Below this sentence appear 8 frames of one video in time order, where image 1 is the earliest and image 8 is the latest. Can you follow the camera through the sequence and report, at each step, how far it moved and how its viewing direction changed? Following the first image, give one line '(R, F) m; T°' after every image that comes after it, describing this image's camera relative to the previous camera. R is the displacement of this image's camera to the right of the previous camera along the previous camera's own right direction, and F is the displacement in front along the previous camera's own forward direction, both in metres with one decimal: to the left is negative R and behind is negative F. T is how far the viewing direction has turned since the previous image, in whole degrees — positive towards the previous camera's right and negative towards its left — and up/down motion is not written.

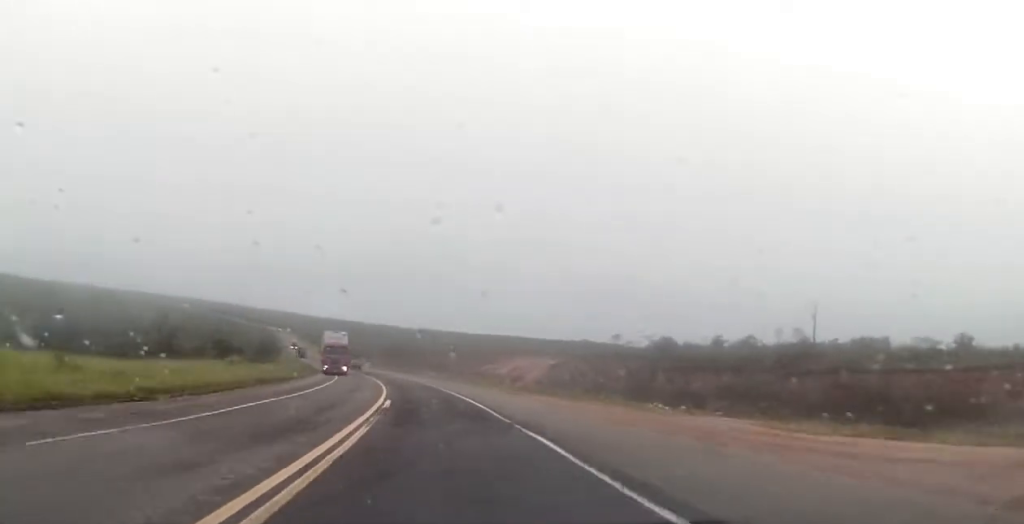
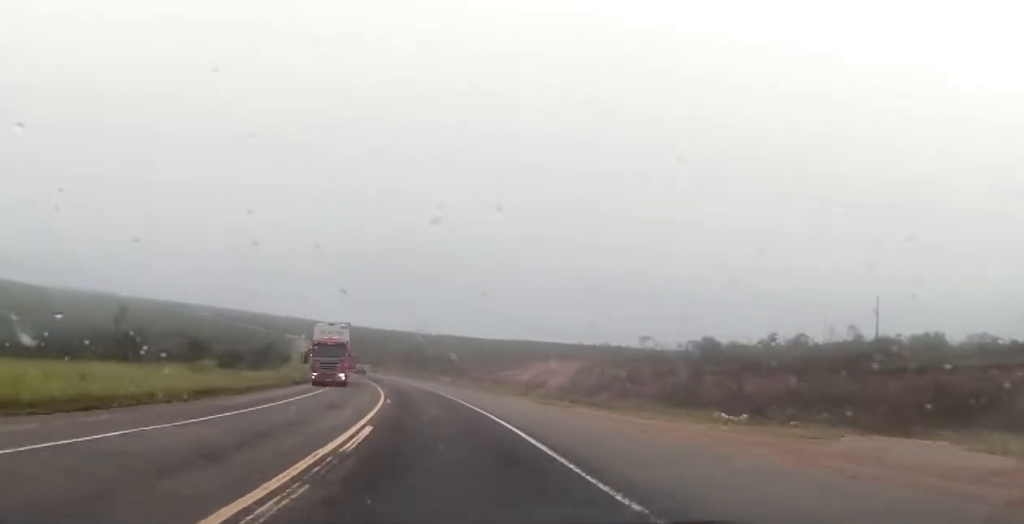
(-0.2, +10.9) m; -1°
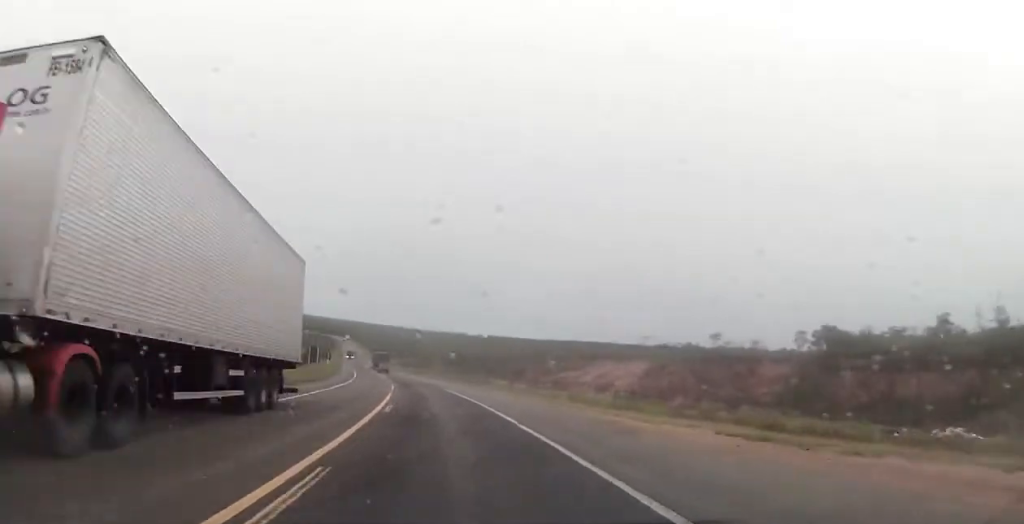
(-0.4, +23.5) m; -2°
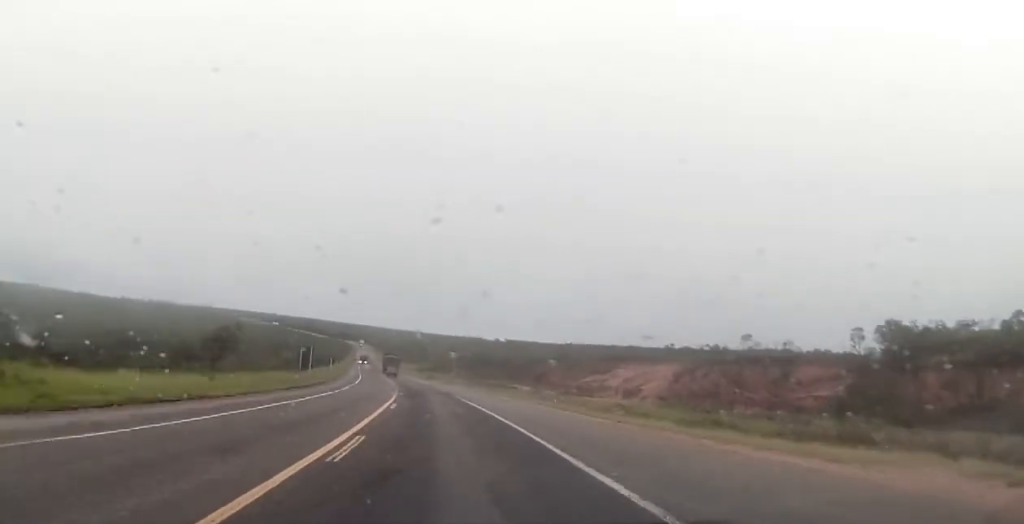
(+0.1, +10.6) m; -1°
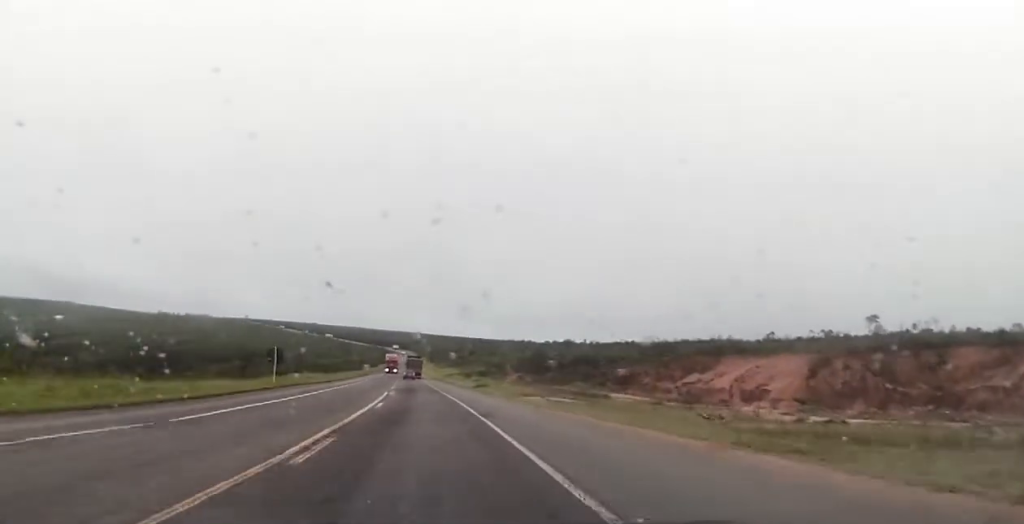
(-3.3, +46.0) m; -6°
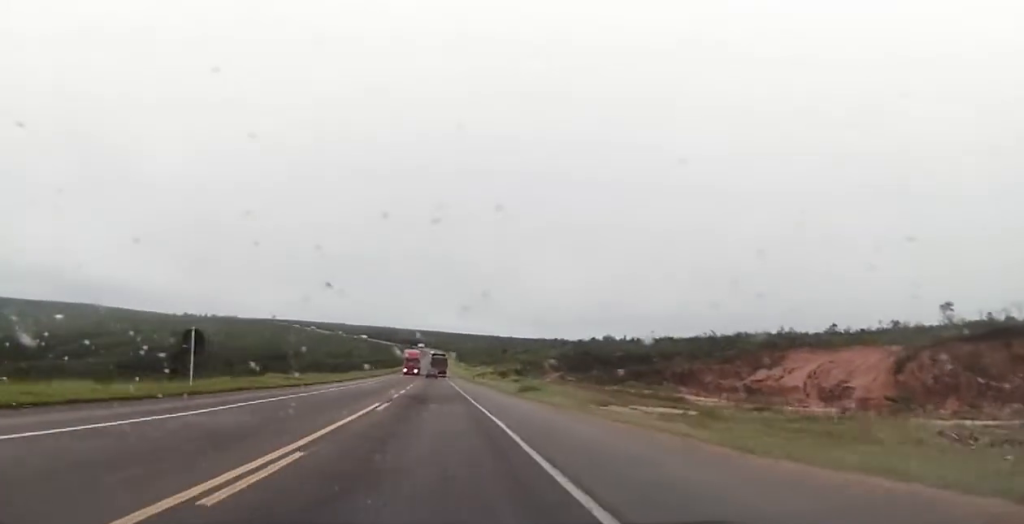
(-0.2, +18.6) m; -1°
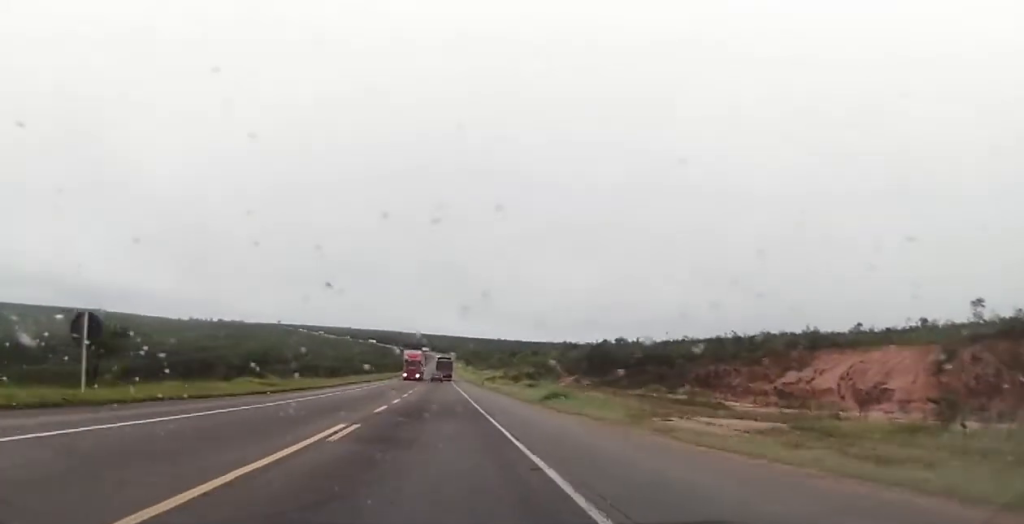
(0.0, +8.7) m; 0°
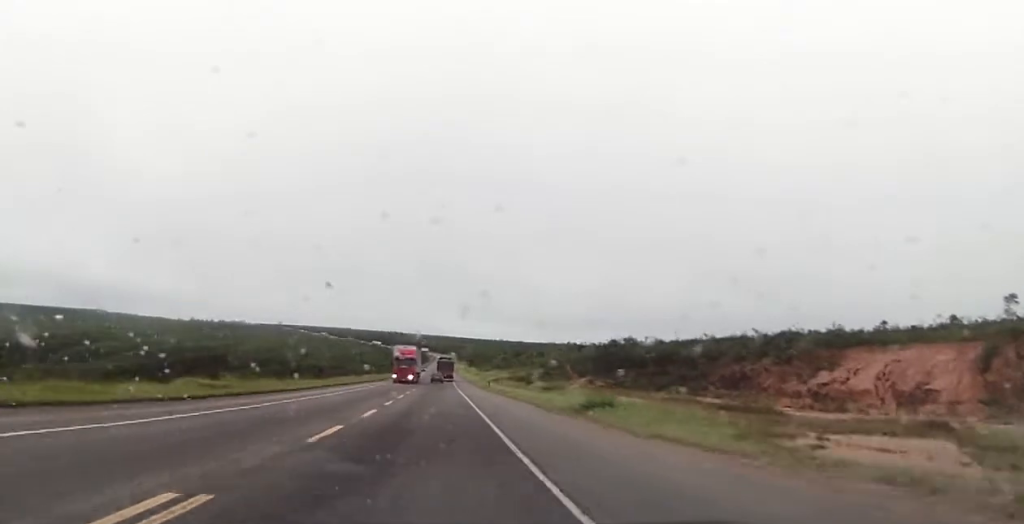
(0.0, +10.2) m; -1°
